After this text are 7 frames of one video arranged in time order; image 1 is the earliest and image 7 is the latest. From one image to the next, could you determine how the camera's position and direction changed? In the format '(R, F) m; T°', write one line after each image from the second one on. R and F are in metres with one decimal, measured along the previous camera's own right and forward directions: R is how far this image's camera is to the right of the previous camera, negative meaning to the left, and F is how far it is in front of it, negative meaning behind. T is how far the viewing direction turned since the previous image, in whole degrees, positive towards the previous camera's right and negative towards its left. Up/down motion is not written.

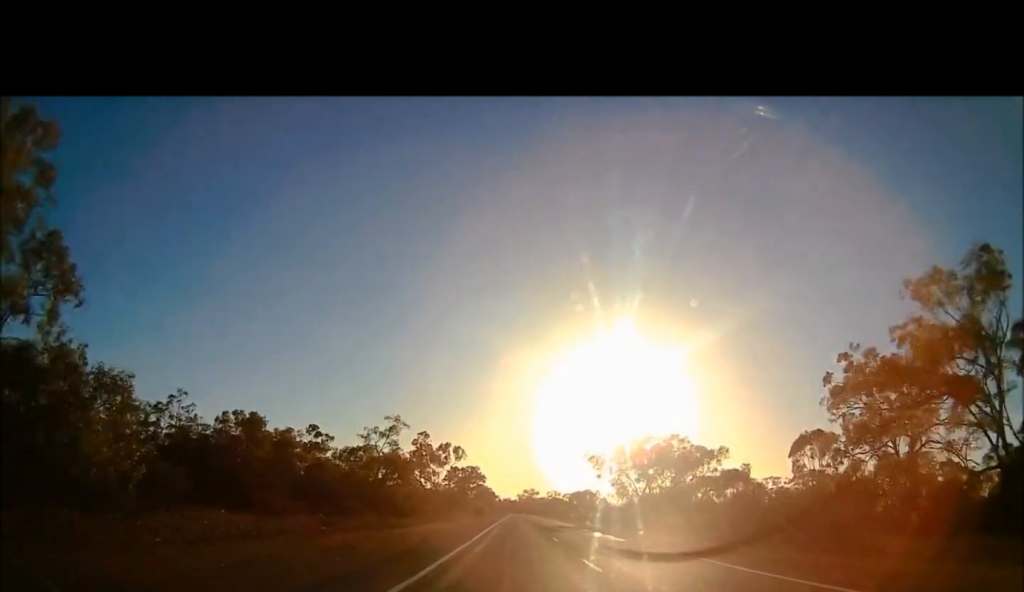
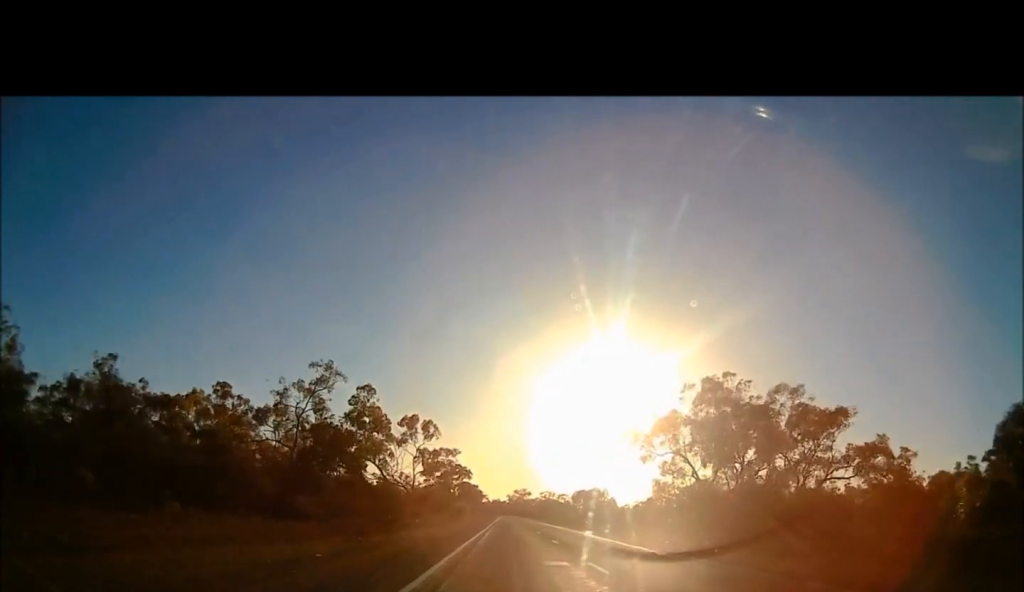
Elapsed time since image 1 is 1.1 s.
(0.0, +40.5) m; +2°
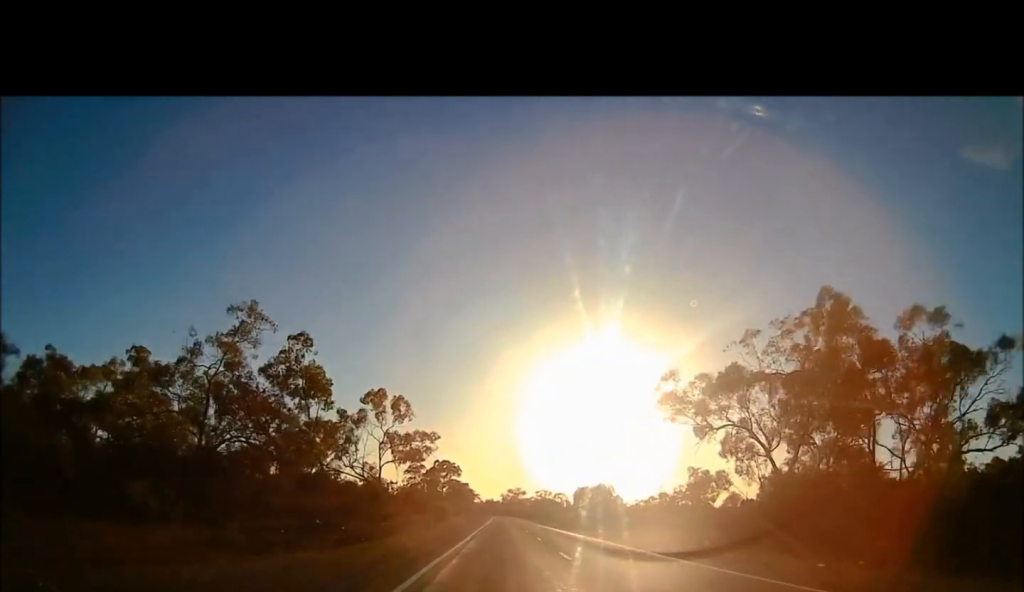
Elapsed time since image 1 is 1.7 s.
(+0.5, +20.9) m; +1°
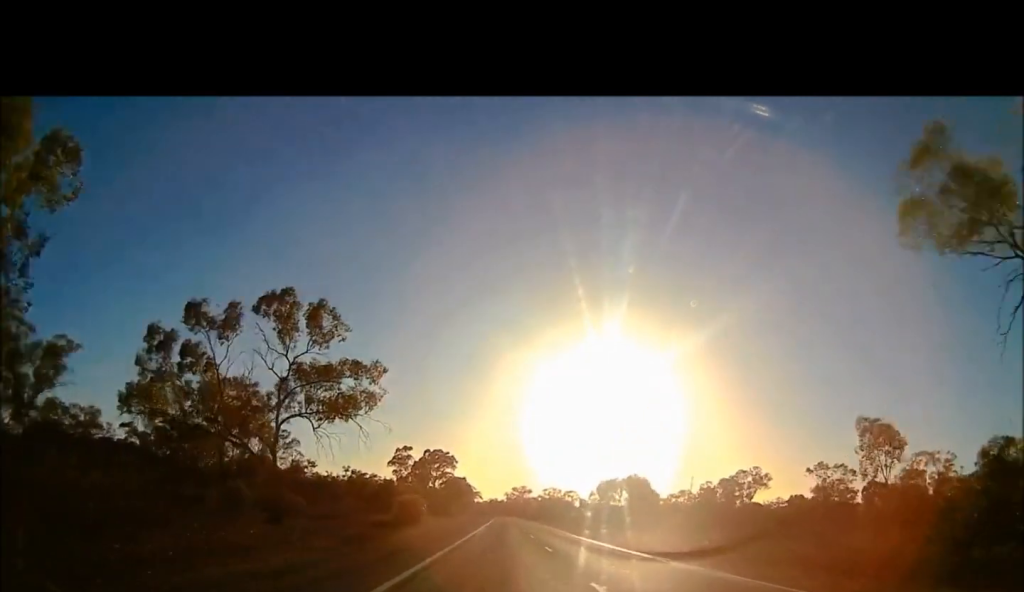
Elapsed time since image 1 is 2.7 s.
(+0.3, +34.1) m; -1°
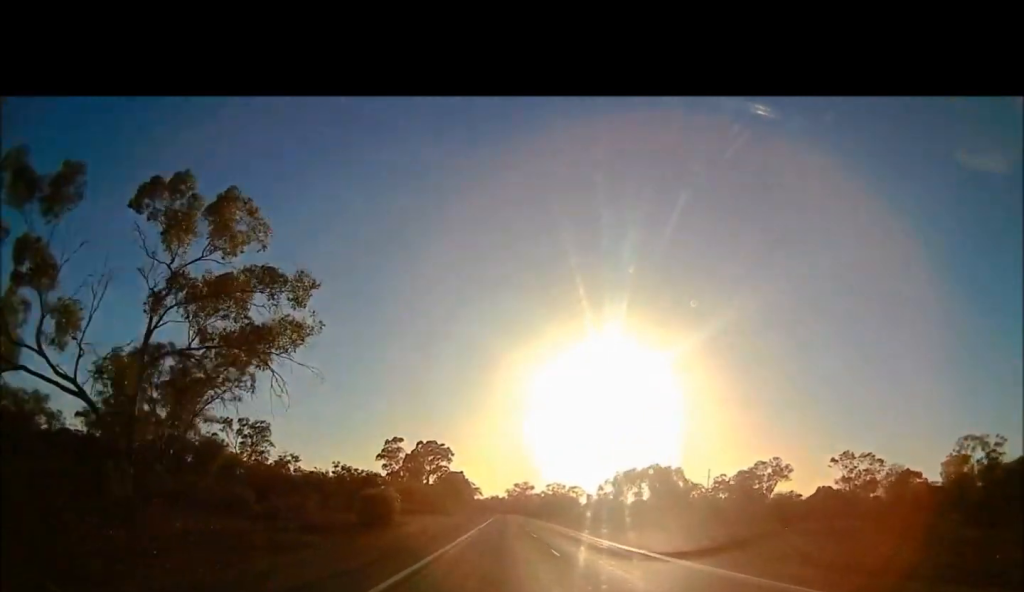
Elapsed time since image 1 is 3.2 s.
(-0.4, +15.7) m; -1°
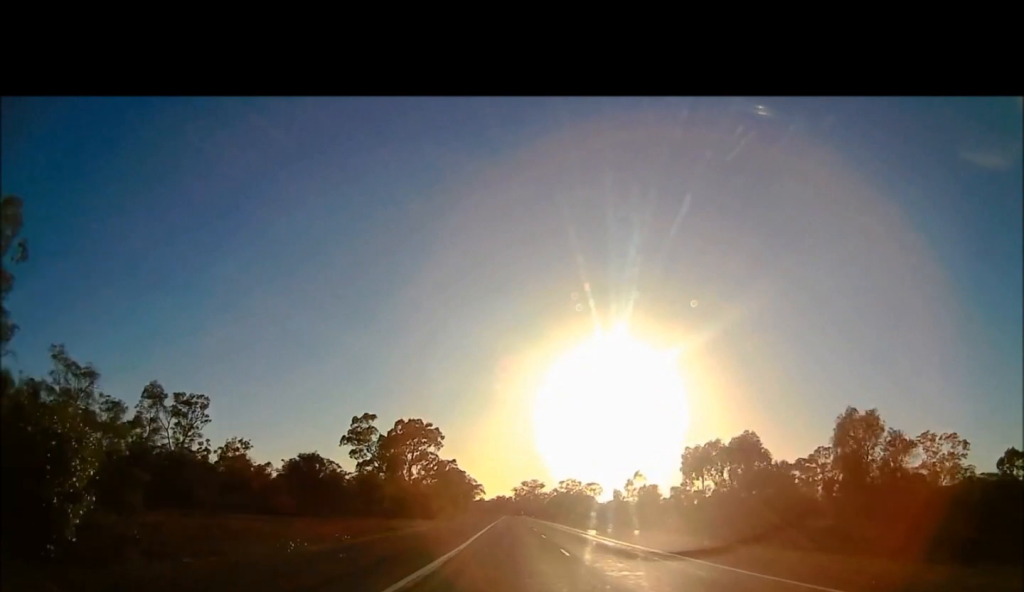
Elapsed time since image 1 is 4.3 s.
(-0.2, +37.1) m; +2°
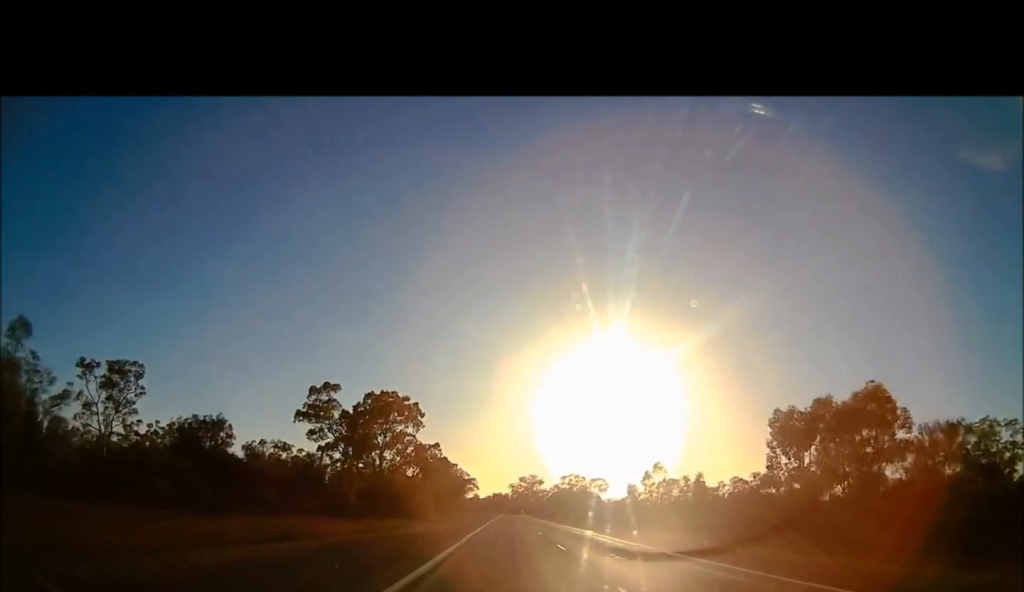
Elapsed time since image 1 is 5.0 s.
(+1.0, +22.2) m; 0°
